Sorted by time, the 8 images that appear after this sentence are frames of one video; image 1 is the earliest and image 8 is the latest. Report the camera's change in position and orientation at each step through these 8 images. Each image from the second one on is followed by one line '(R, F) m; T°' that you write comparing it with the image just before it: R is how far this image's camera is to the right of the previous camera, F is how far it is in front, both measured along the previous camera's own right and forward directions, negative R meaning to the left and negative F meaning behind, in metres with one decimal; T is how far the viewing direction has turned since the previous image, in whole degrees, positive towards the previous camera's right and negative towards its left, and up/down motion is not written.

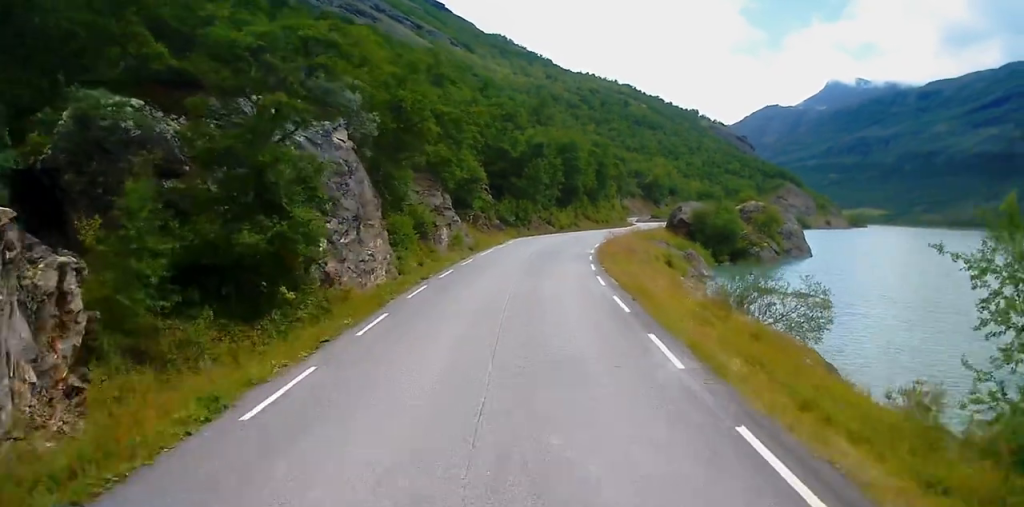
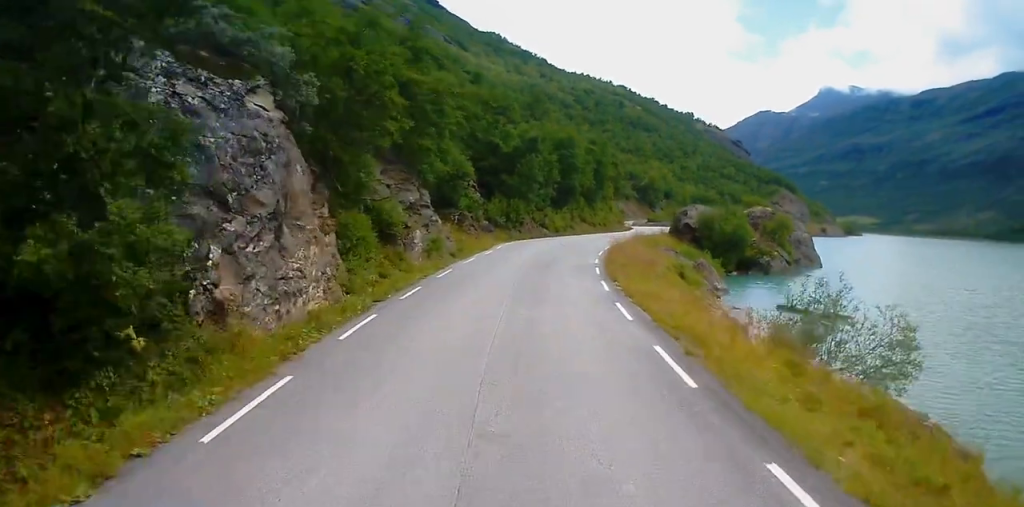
(0.0, +7.1) m; +1°
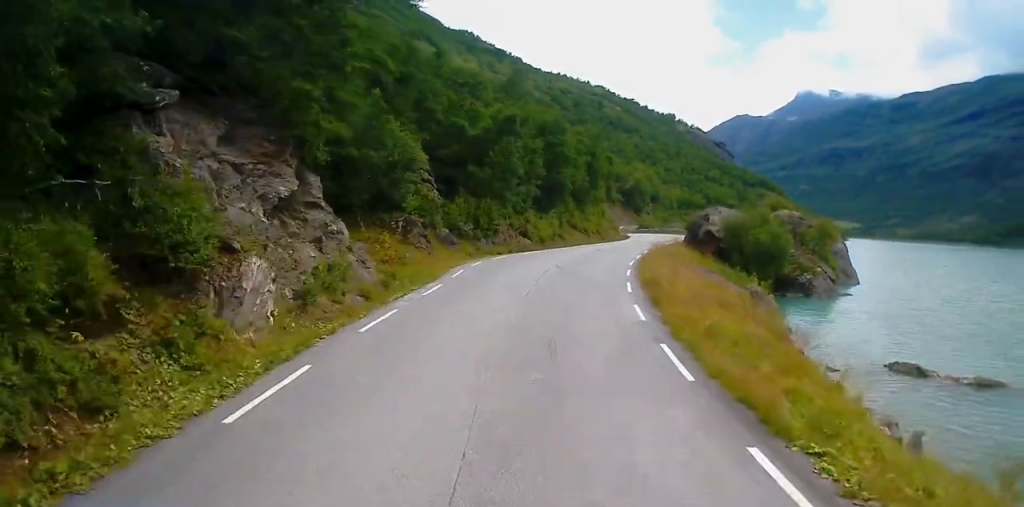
(+0.4, +17.6) m; +4°
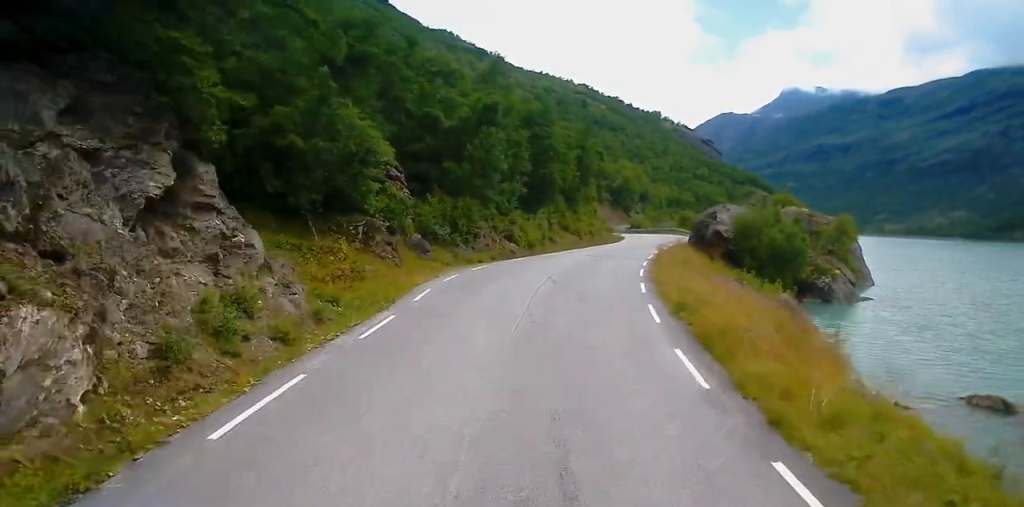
(+0.2, +6.5) m; +1°
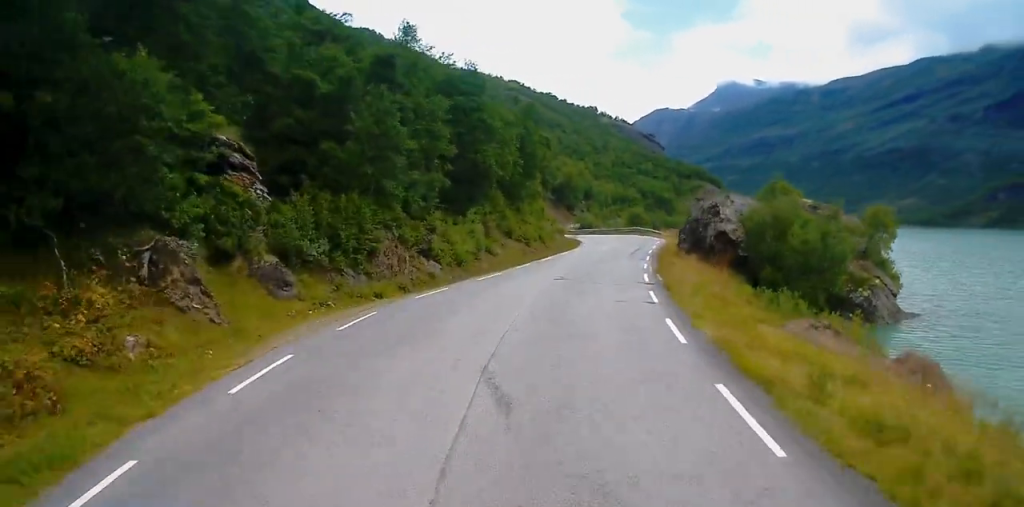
(+0.3, +15.2) m; +3°
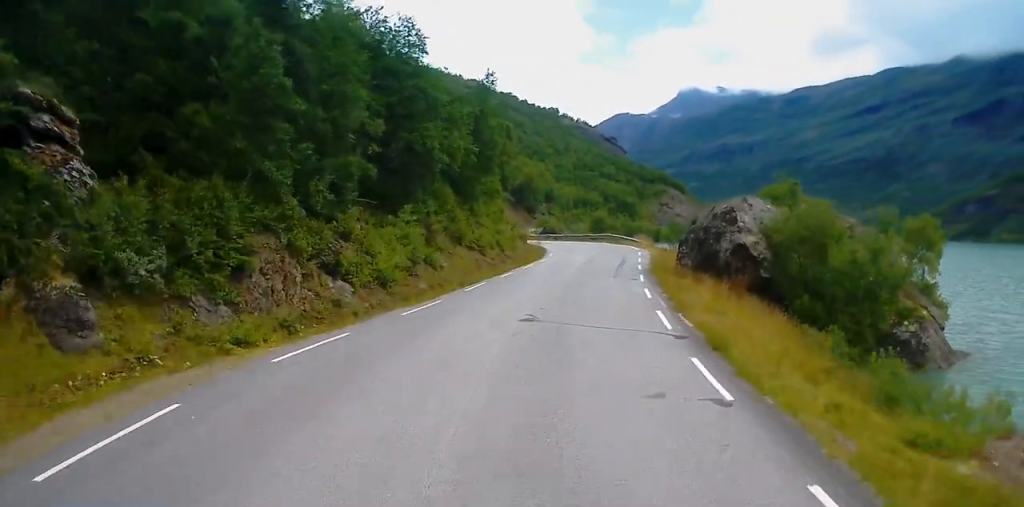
(+0.2, +9.6) m; +3°
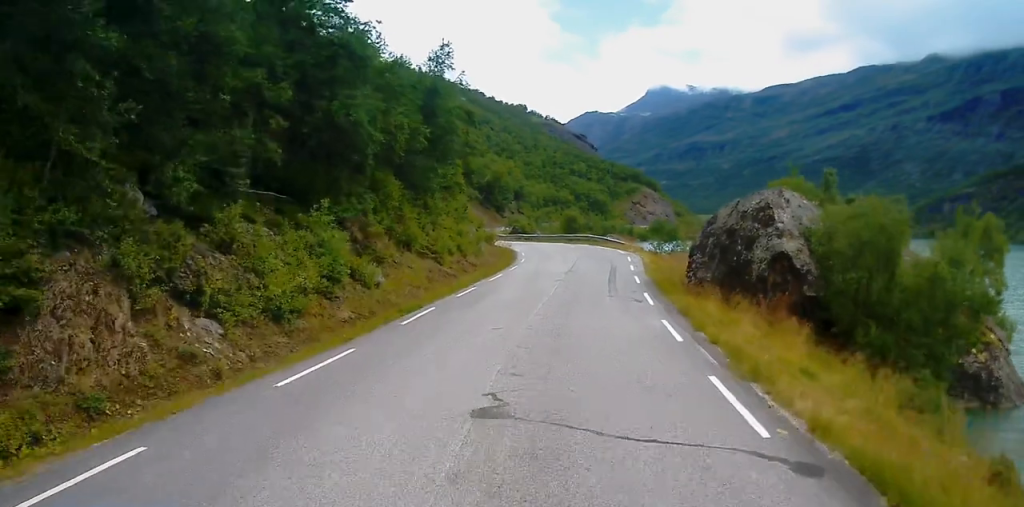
(0.0, +7.6) m; +3°
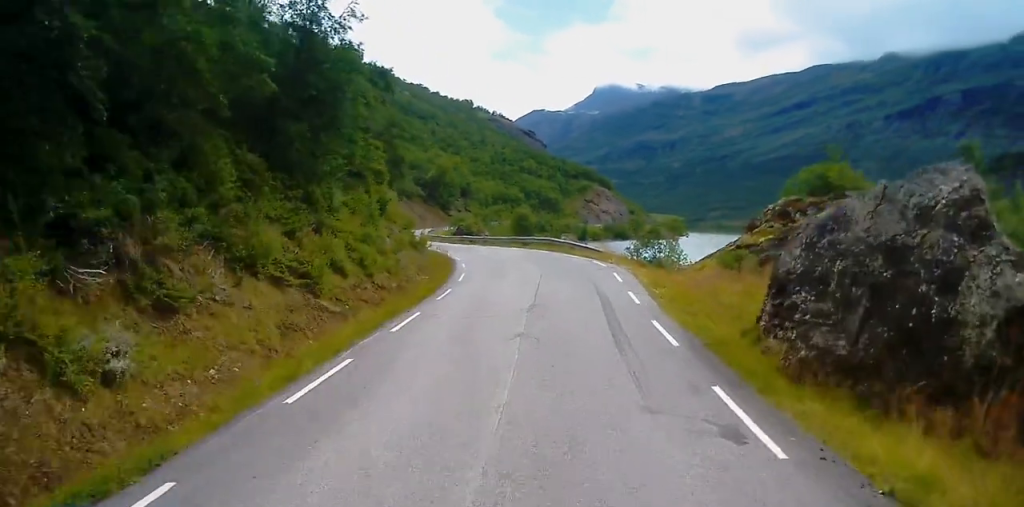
(+0.6, +12.6) m; +3°
